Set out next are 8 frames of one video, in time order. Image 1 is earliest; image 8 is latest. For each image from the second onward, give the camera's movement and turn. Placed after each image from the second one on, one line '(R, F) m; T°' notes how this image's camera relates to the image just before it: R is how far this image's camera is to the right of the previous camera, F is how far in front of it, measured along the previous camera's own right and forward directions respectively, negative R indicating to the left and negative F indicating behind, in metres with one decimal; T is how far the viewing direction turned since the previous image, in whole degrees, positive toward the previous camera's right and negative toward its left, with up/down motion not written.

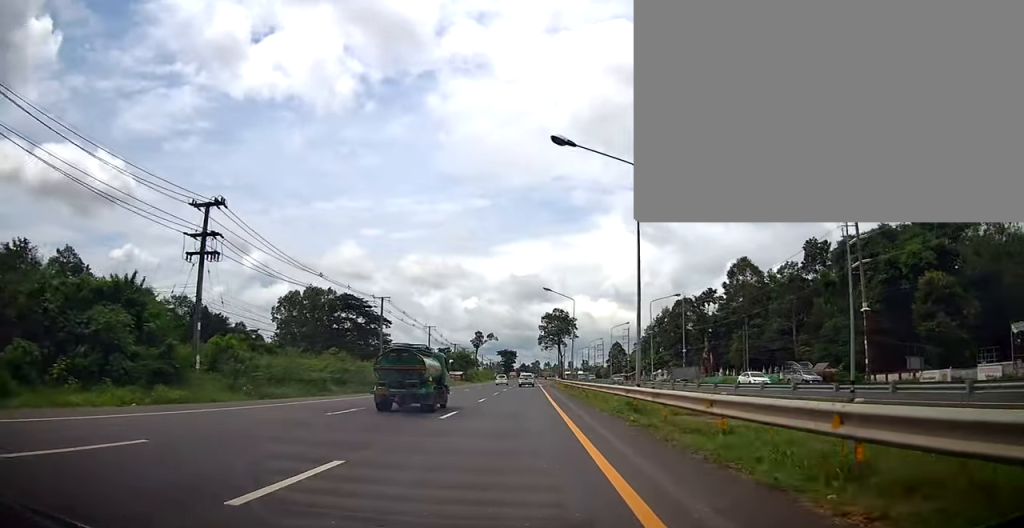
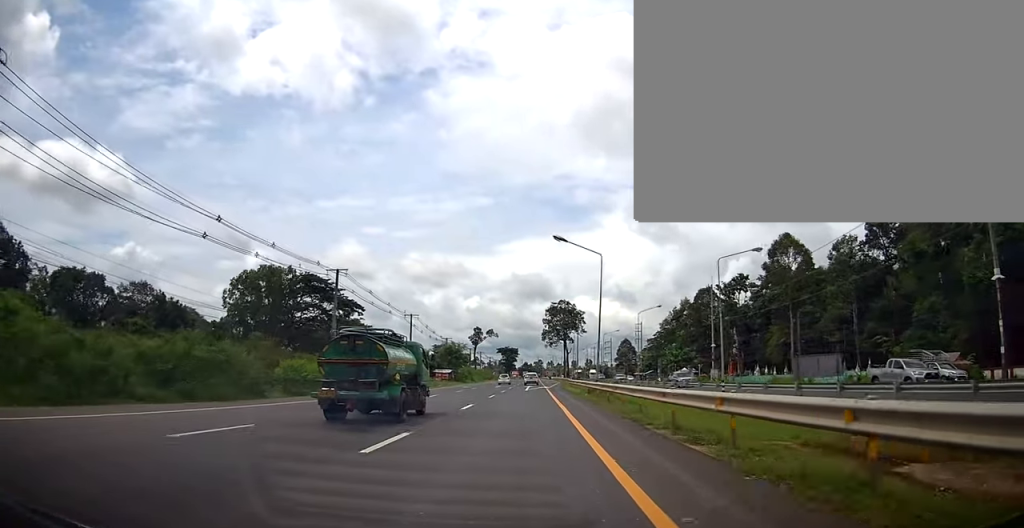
(-0.7, +20.4) m; -2°
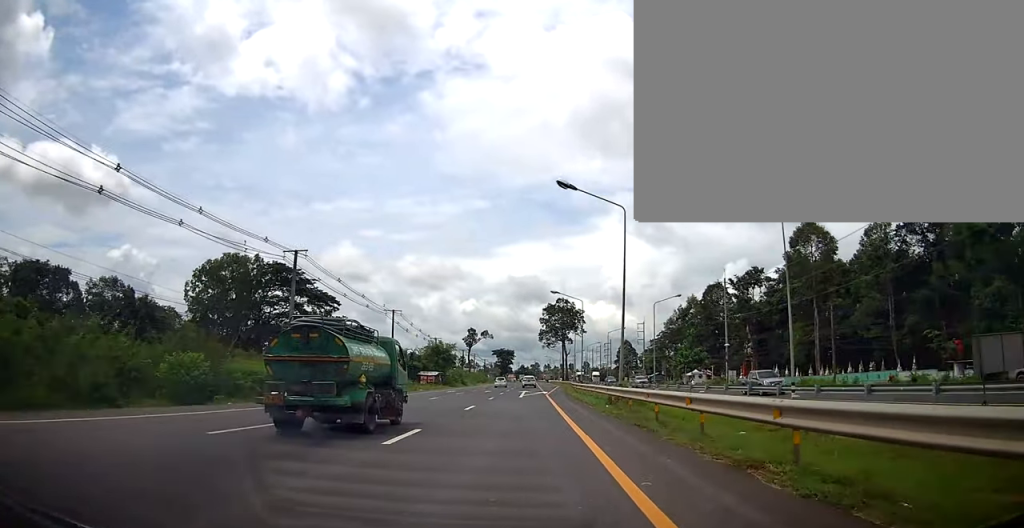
(0.0, +10.5) m; 0°
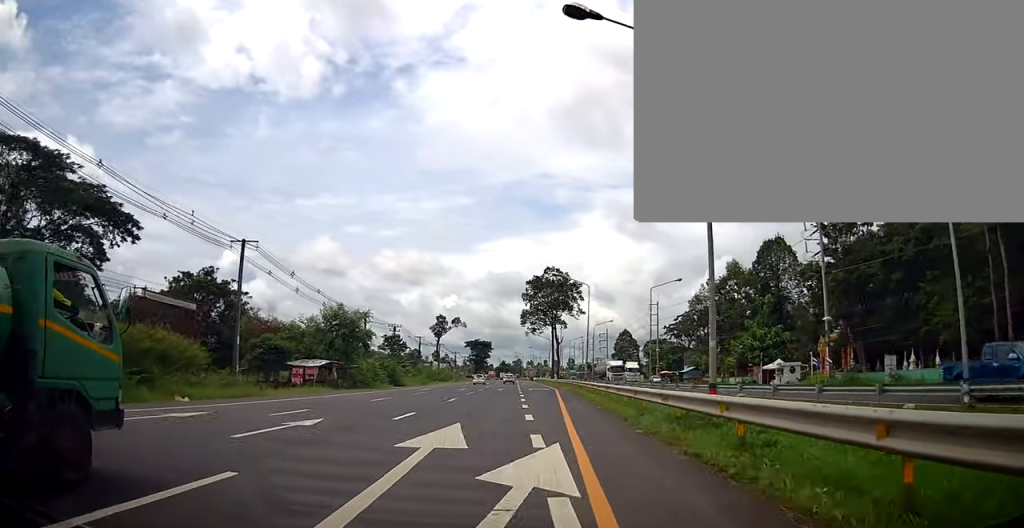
(+1.8, +43.4) m; +1°
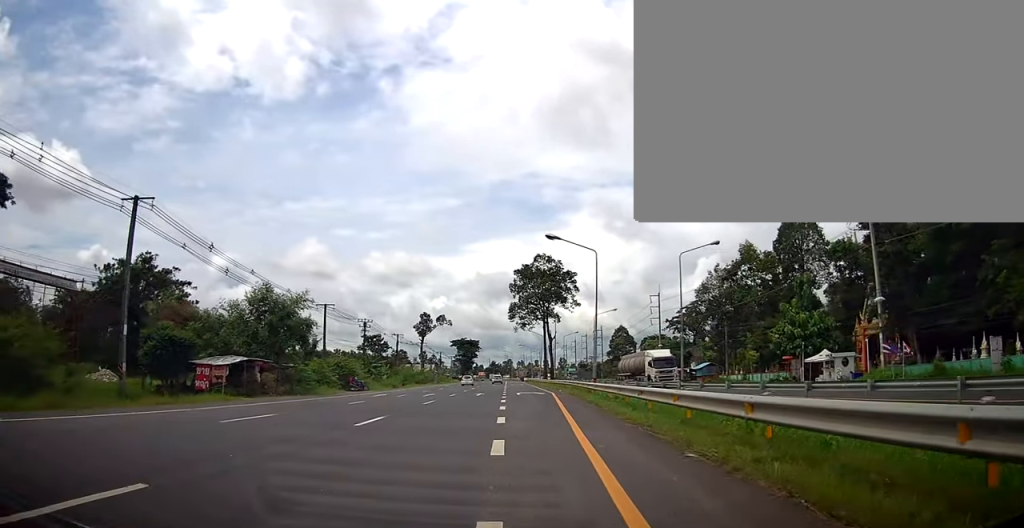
(-0.3, +13.3) m; 0°
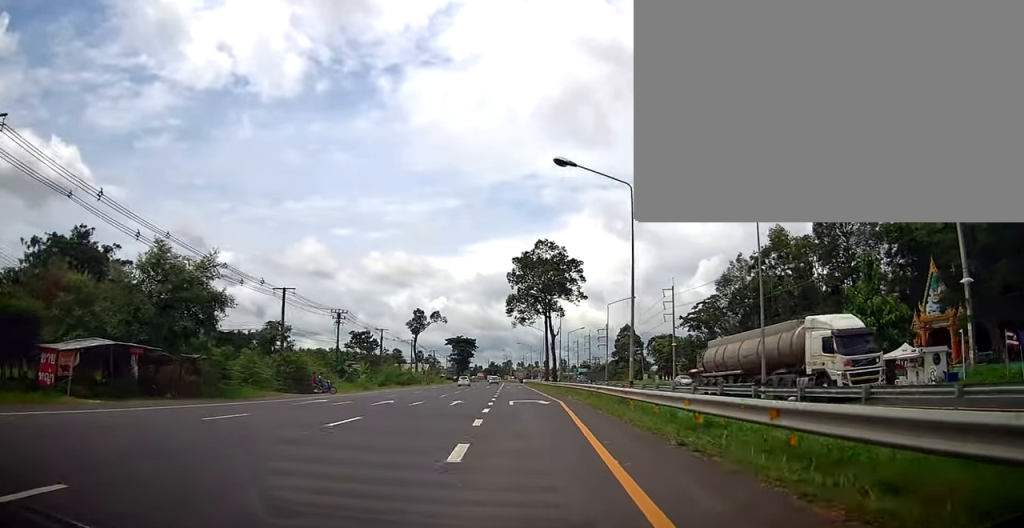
(+0.1, +13.3) m; +2°
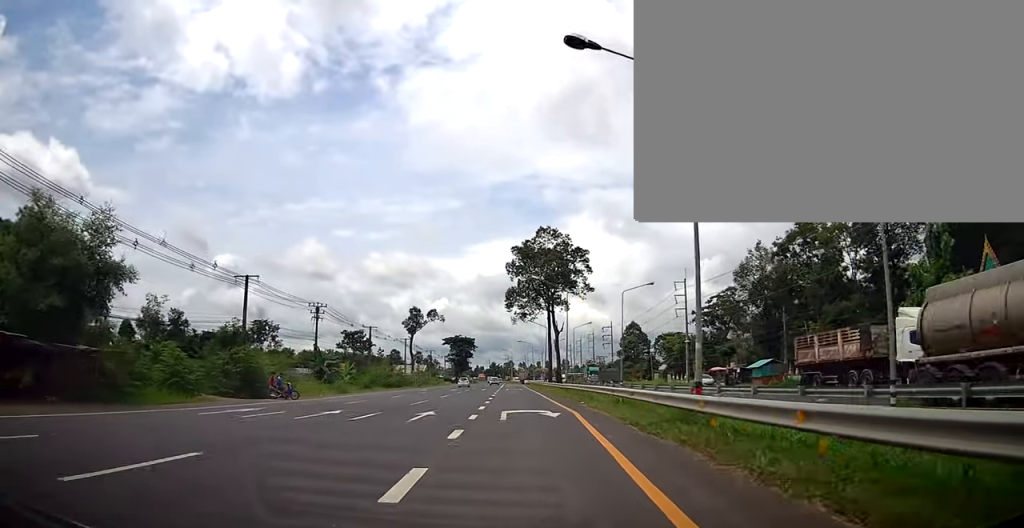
(+0.5, +8.9) m; 0°
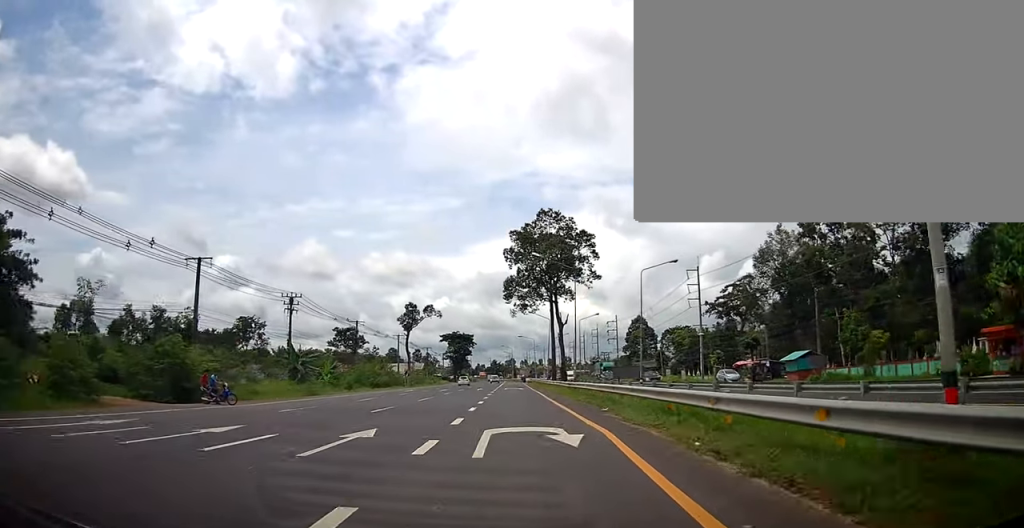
(-0.1, +8.4) m; -1°
